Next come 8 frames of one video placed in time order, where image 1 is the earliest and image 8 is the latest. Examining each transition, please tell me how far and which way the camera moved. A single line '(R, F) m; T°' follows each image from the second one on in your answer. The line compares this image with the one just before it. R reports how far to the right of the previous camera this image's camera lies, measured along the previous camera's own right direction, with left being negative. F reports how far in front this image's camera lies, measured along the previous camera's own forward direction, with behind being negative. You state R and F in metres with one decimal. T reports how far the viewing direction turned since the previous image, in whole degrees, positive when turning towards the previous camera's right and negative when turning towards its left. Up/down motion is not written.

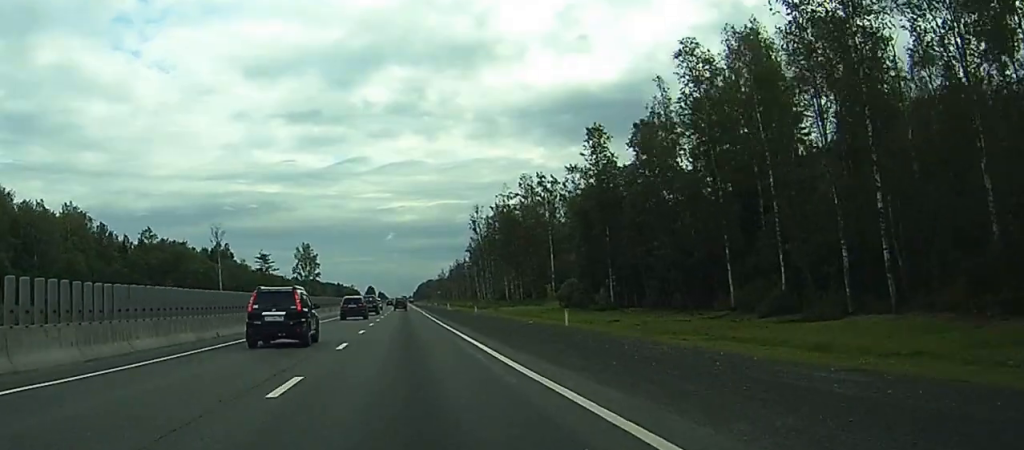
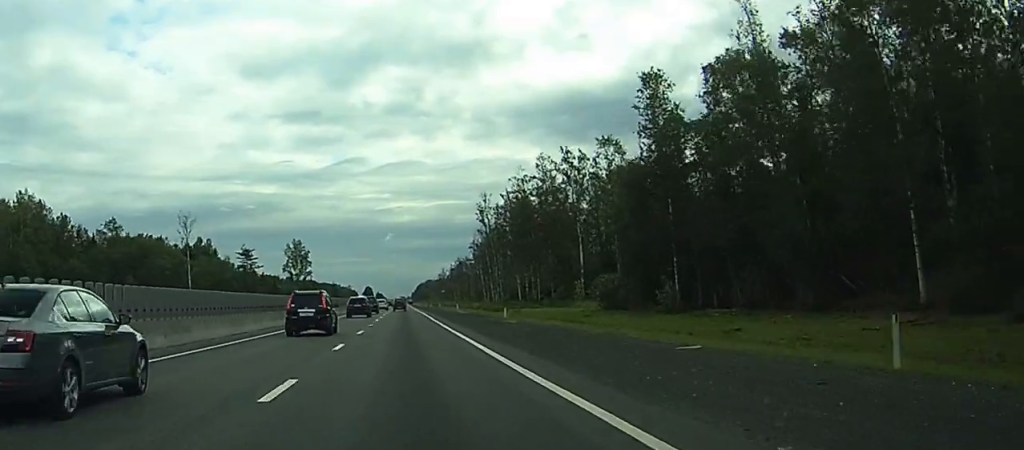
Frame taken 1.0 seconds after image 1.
(-0.1, +24.4) m; 0°
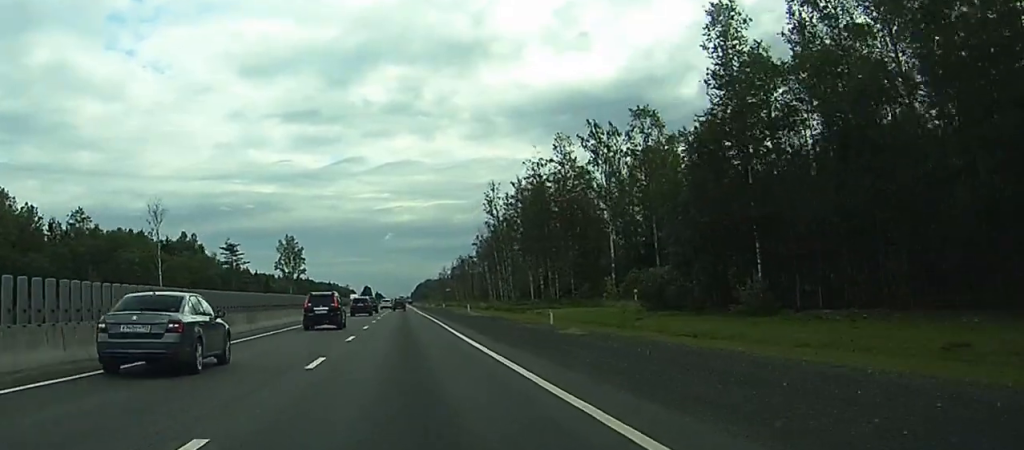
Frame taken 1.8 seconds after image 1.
(0.0, +18.2) m; 0°
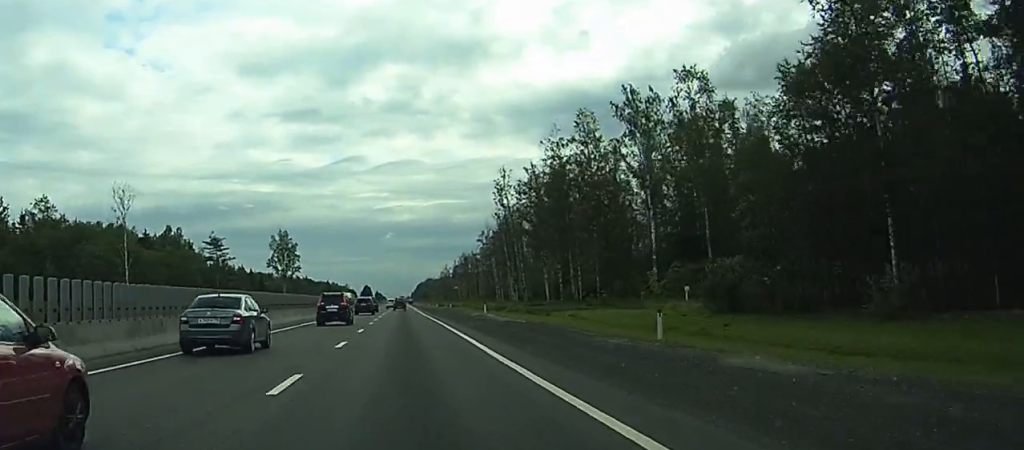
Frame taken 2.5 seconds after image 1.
(0.0, +16.7) m; 0°
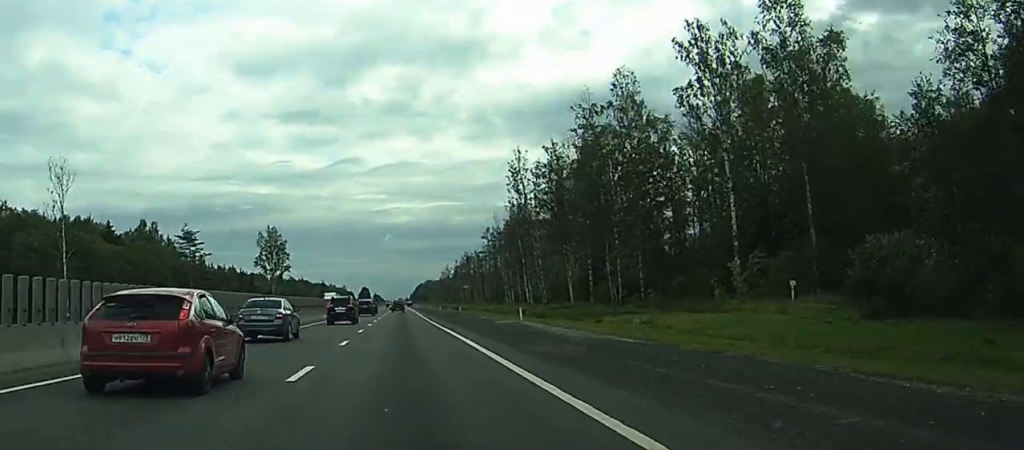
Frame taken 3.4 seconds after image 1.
(+0.1, +21.4) m; 0°
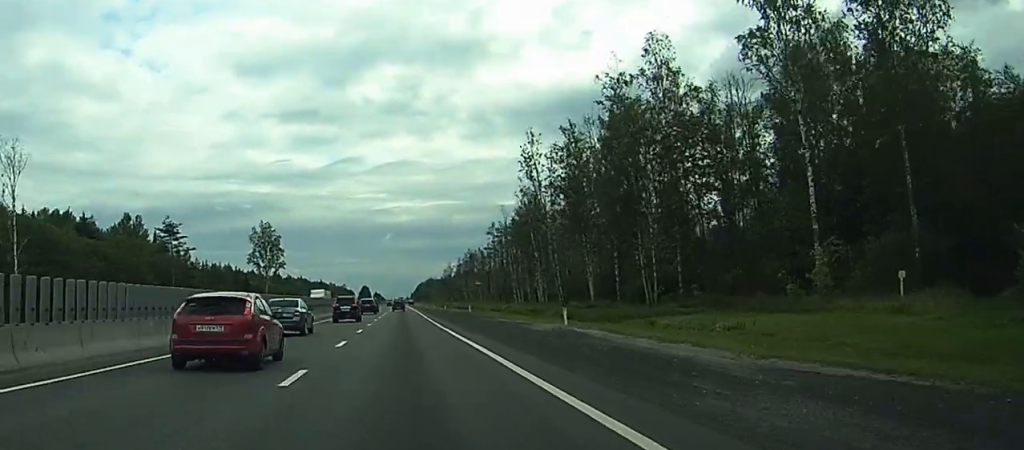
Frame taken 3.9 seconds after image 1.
(0.0, +12.7) m; 0°
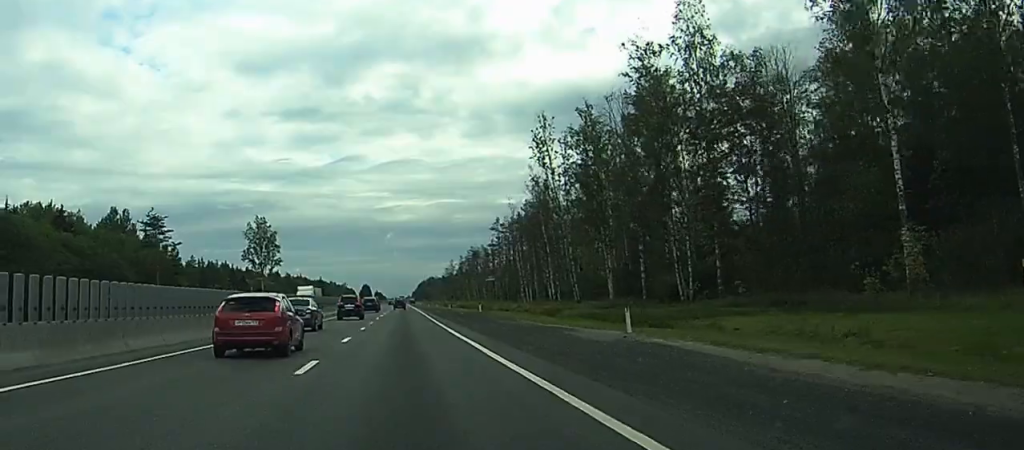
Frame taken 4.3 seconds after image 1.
(0.0, +9.5) m; -1°
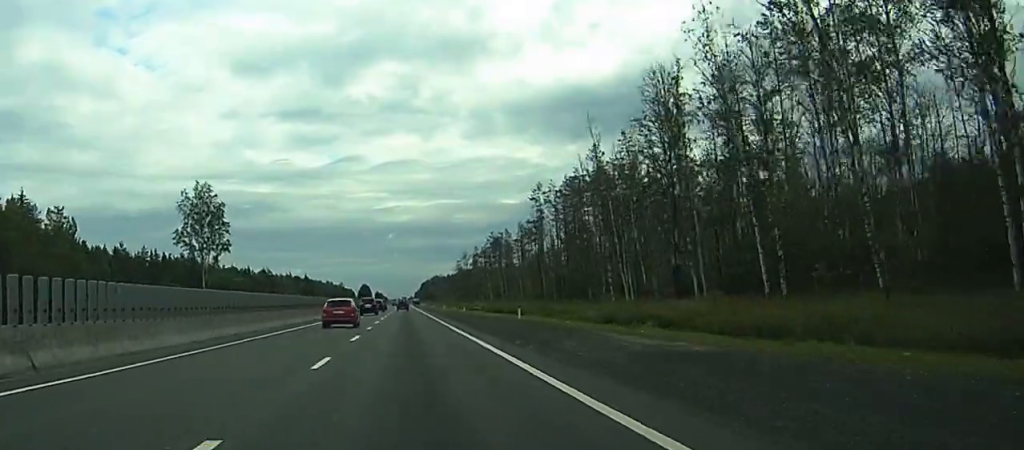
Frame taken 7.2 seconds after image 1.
(+1.4, +69.6) m; +5°
